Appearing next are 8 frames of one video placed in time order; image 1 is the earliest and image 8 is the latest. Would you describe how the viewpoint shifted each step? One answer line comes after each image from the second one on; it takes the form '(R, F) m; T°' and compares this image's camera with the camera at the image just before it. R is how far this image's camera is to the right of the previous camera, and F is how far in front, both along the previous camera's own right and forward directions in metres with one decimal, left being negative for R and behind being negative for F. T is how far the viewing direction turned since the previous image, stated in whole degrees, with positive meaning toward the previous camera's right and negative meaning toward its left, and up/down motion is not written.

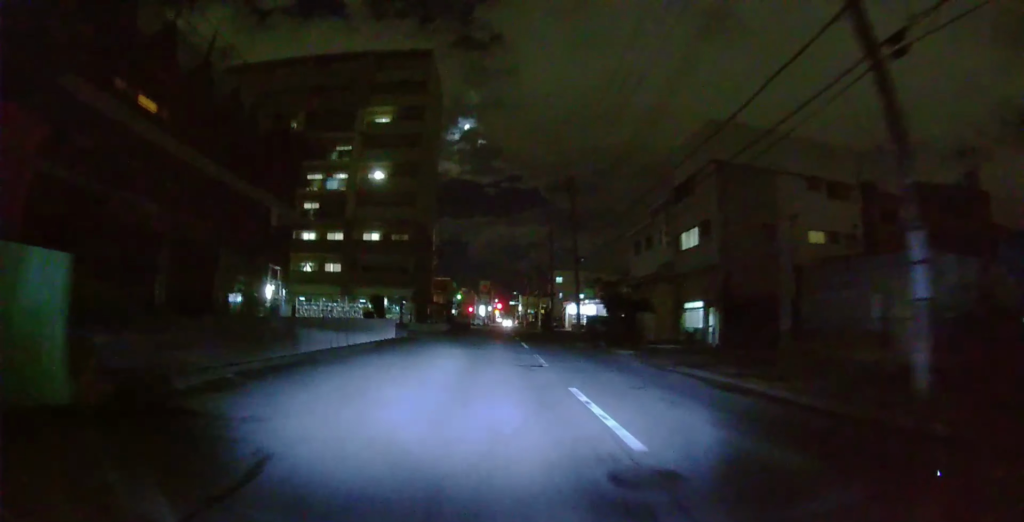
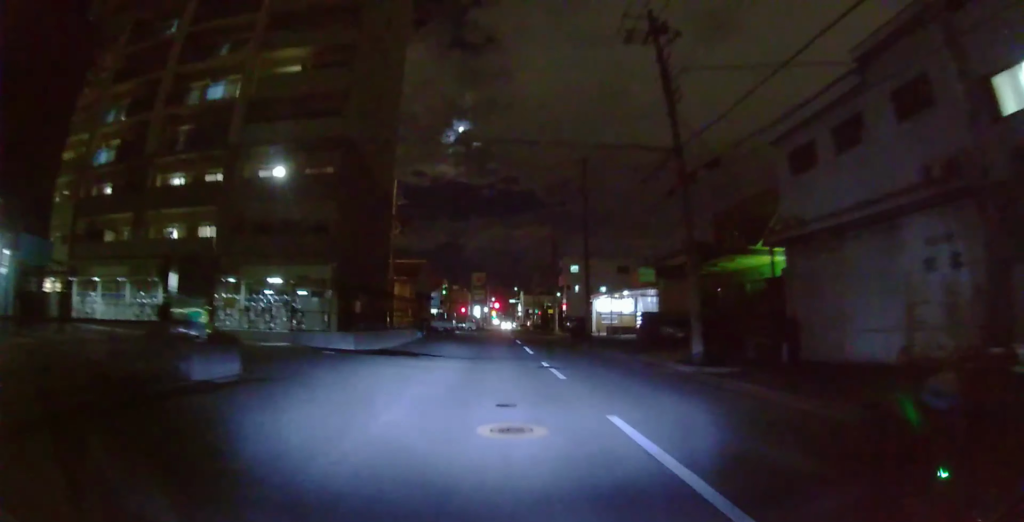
(0.0, +22.8) m; 0°
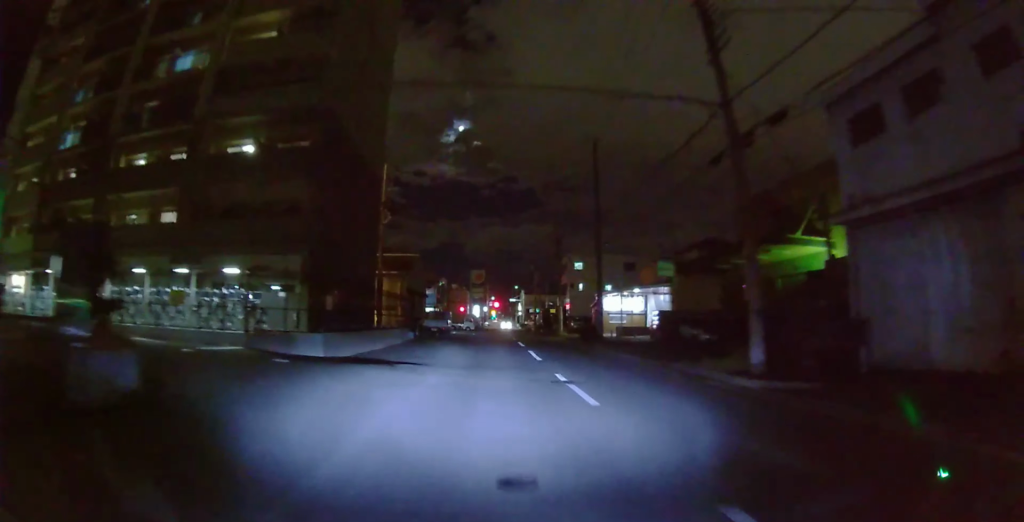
(0.0, +3.8) m; 0°
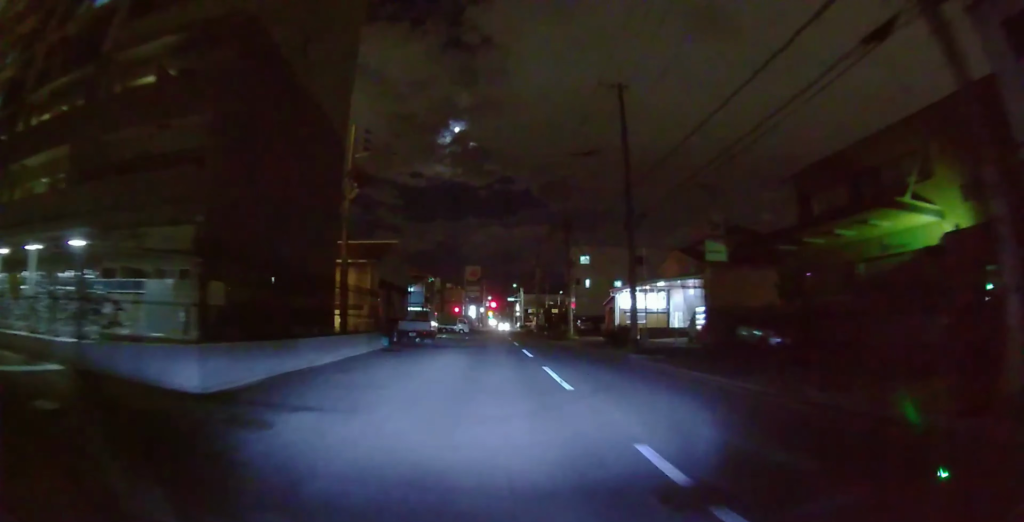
(0.0, +7.6) m; 0°
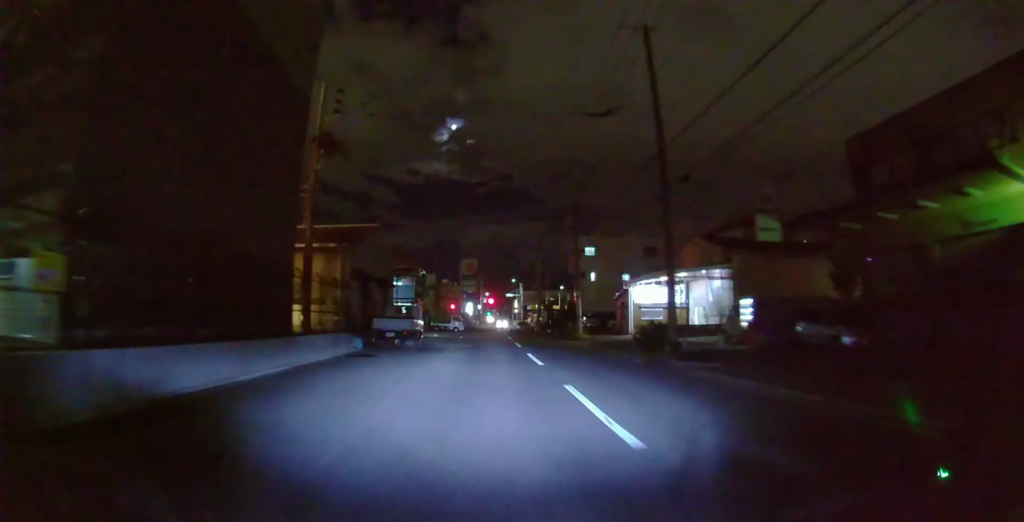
(0.0, +5.2) m; 0°
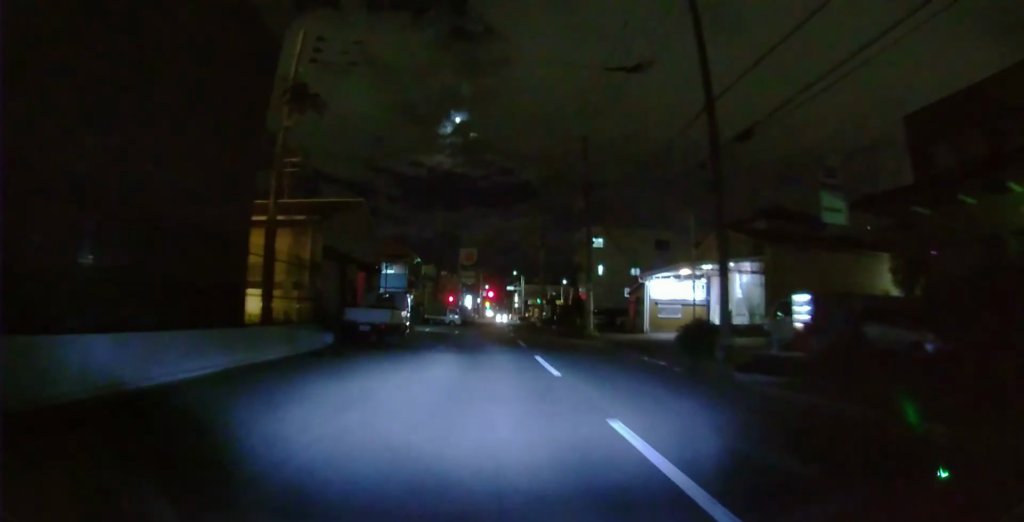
(0.0, +4.1) m; 0°
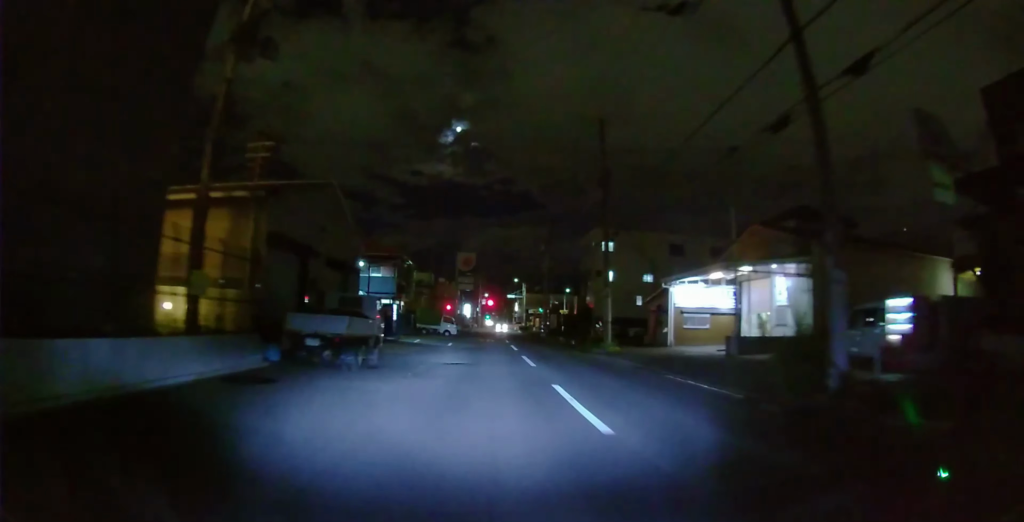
(0.0, +4.9) m; 0°
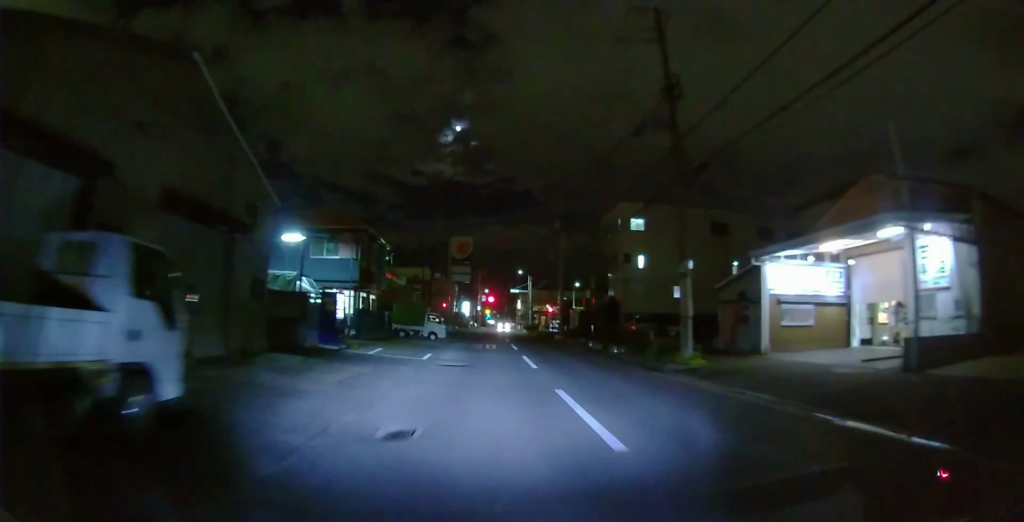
(0.0, +11.5) m; 0°
